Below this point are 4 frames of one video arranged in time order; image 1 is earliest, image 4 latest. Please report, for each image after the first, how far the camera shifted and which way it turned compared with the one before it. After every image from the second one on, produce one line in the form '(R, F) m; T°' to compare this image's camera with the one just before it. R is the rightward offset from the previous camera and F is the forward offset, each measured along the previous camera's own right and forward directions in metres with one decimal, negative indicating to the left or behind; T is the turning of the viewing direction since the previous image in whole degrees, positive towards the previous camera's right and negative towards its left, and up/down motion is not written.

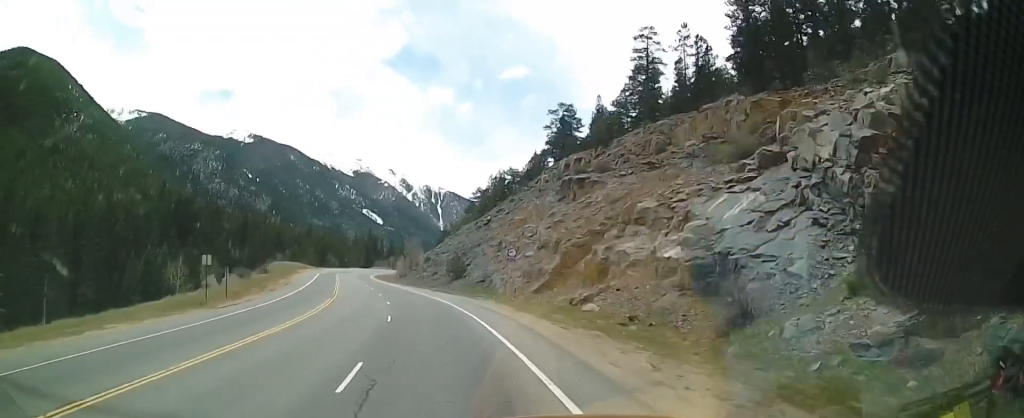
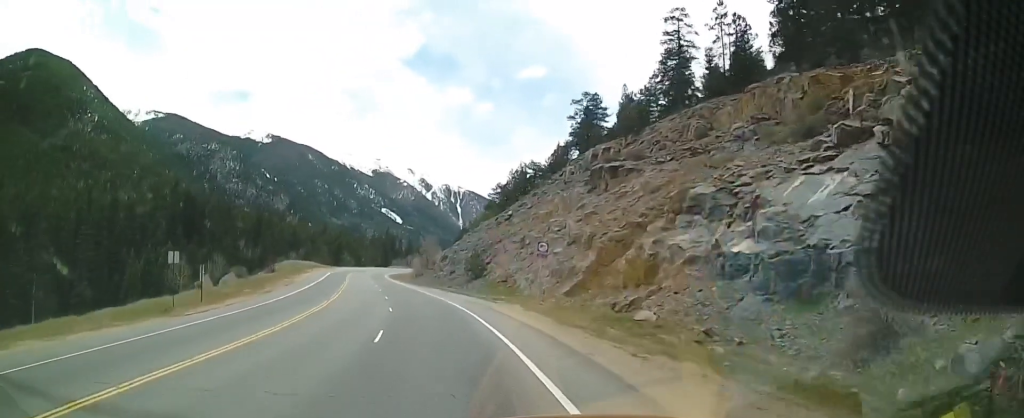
(0.0, +6.7) m; -1°
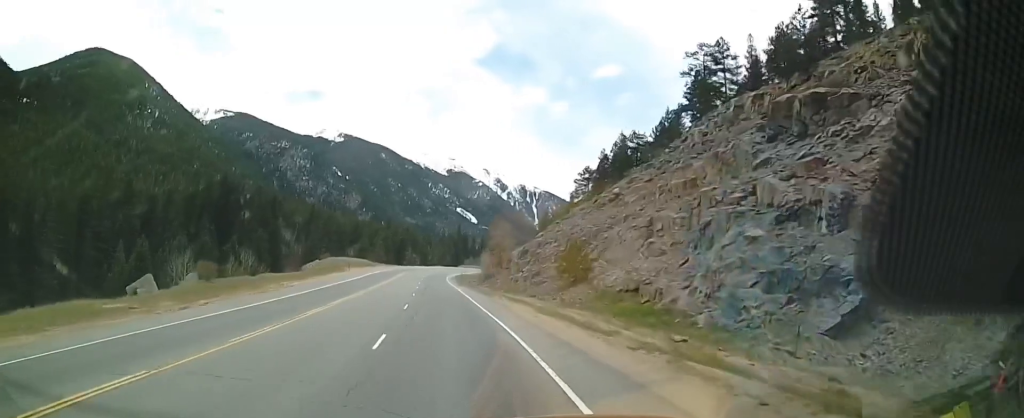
(-1.5, +26.0) m; -8°
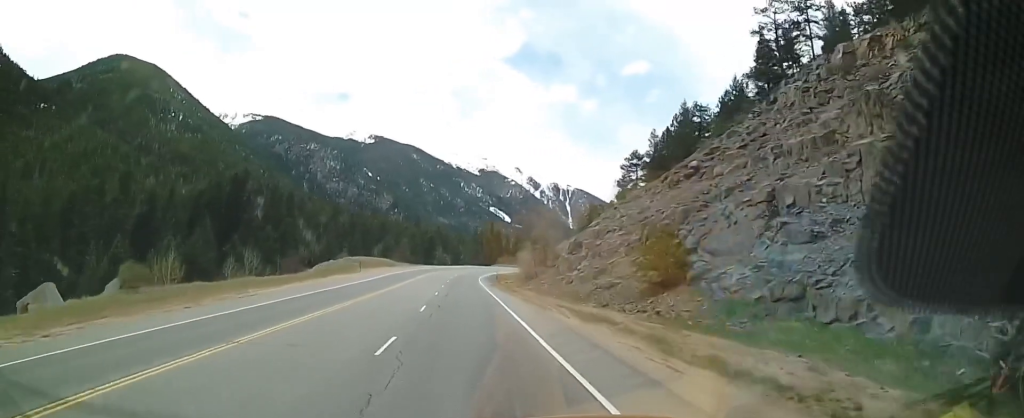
(-0.7, +14.7) m; -3°
